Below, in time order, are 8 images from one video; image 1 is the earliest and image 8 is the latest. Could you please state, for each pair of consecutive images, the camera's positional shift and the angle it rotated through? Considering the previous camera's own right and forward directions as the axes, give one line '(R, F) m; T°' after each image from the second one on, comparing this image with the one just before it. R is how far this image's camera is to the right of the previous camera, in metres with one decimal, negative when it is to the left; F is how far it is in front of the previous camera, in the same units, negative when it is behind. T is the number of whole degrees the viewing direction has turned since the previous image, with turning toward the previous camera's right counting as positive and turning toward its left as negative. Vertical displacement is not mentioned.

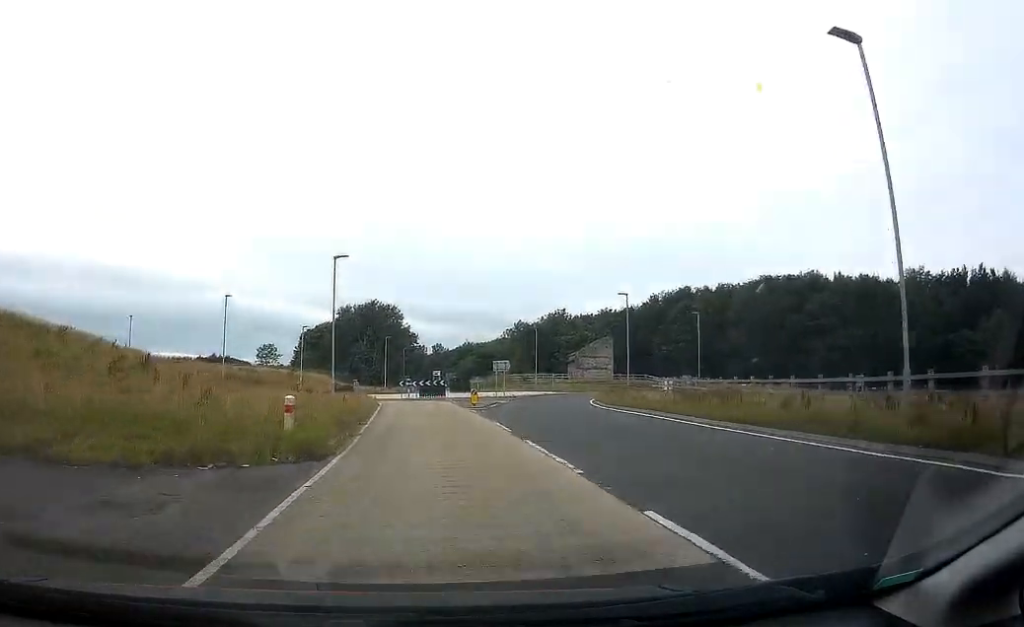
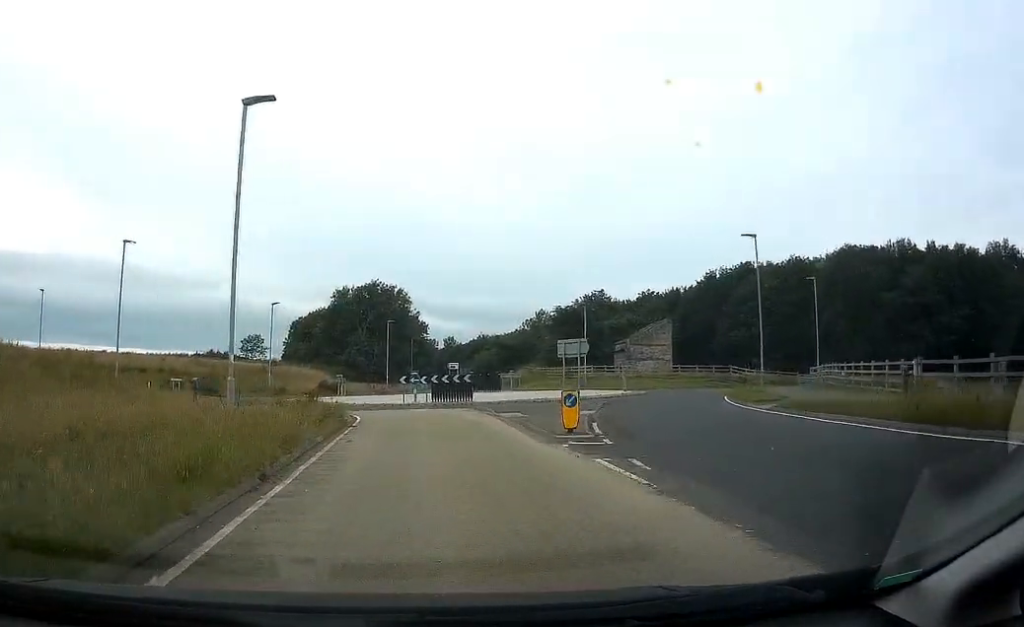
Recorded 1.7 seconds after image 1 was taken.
(0.0, +21.1) m; -2°
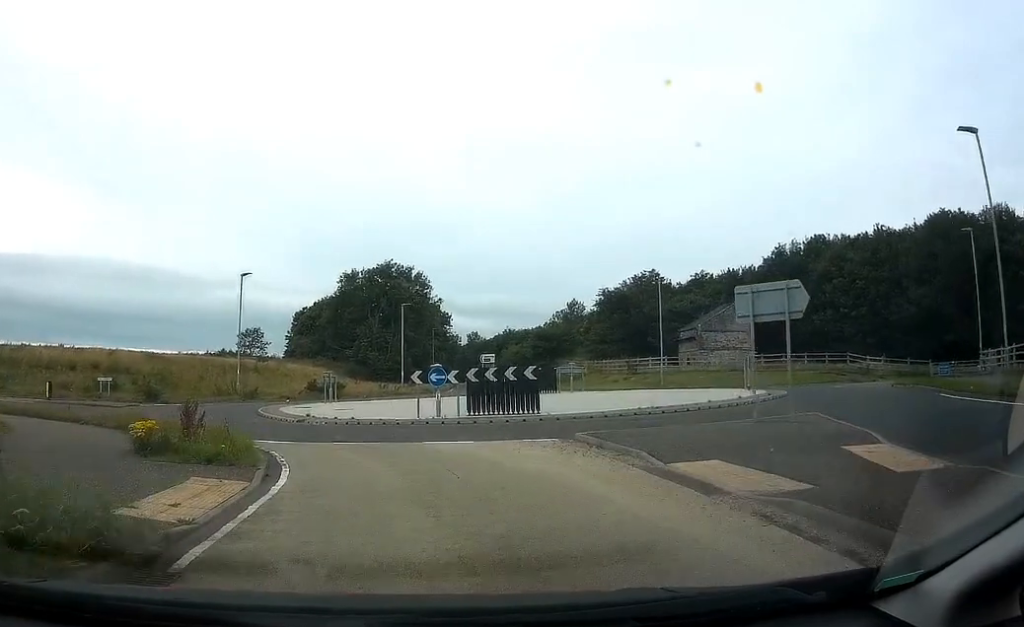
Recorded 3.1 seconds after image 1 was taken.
(-0.9, +15.3) m; -5°
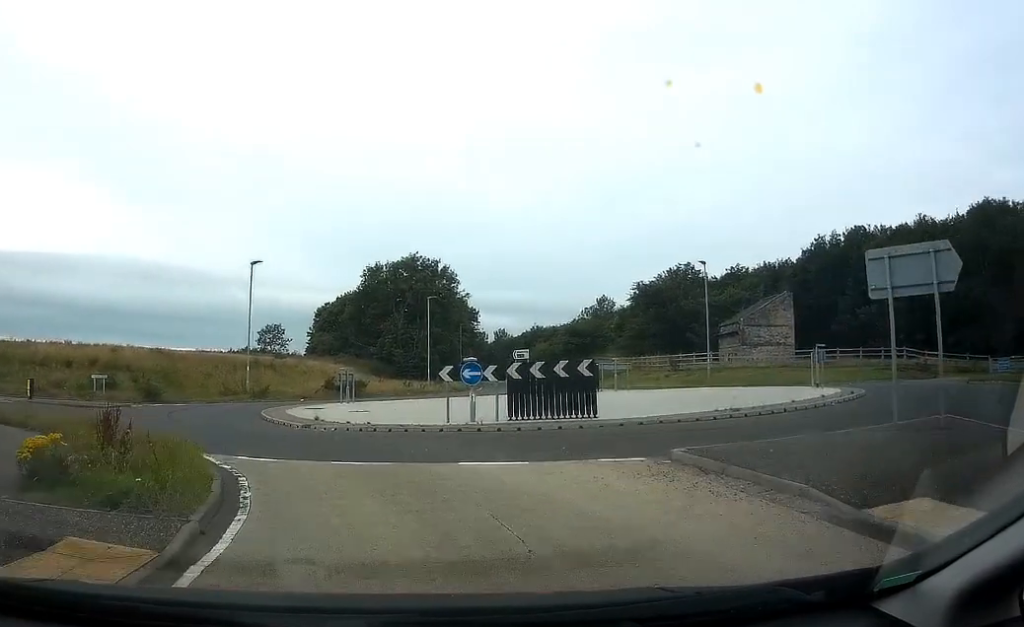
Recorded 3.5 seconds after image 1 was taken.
(-0.1, +4.1) m; -1°
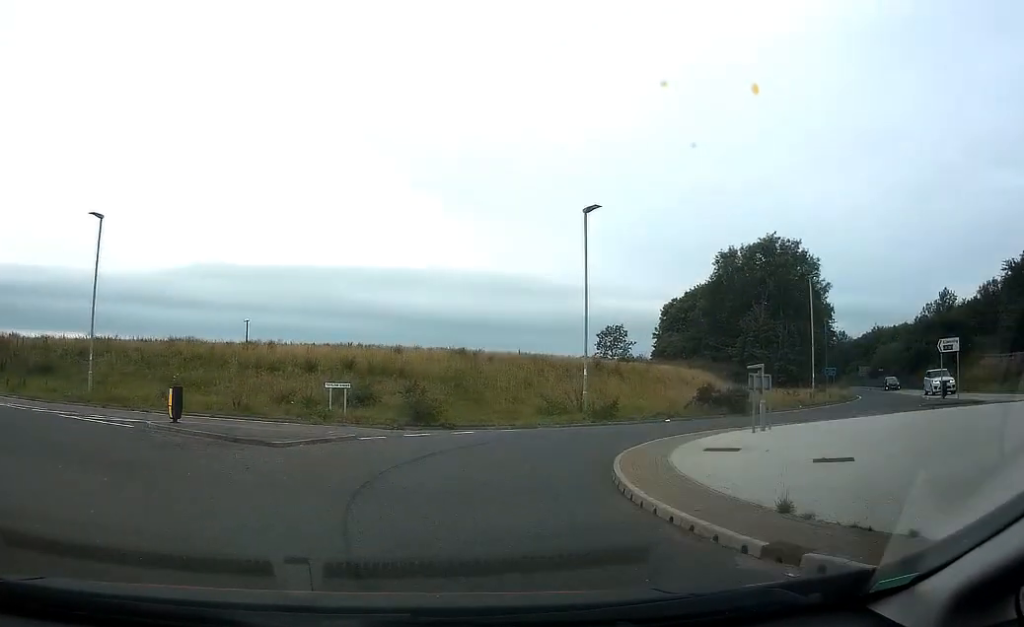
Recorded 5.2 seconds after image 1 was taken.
(-1.7, +16.5) m; -12°
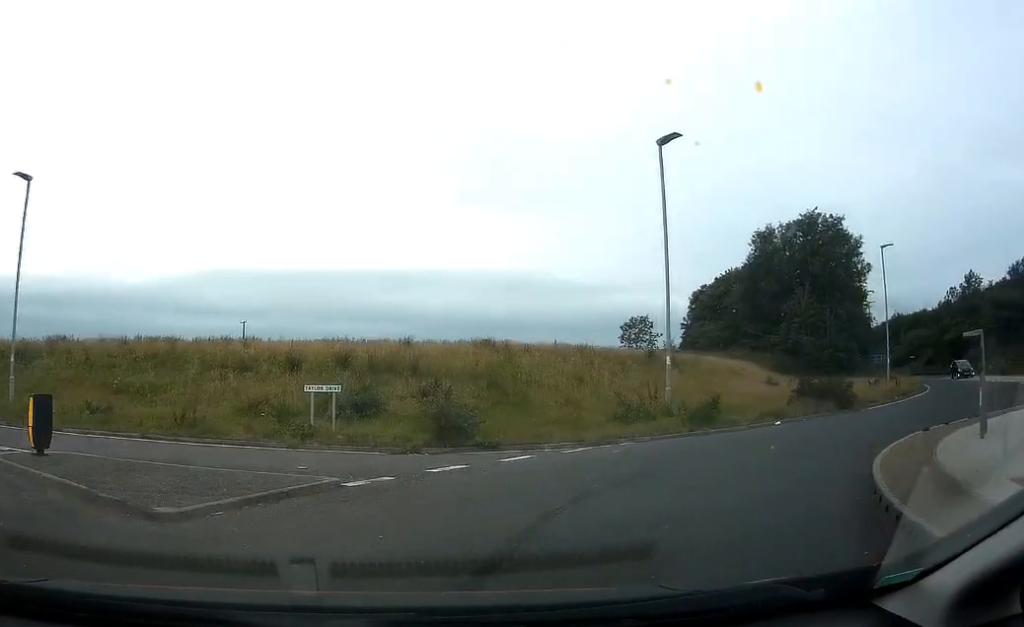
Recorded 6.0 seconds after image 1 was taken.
(-0.4, +7.3) m; +1°
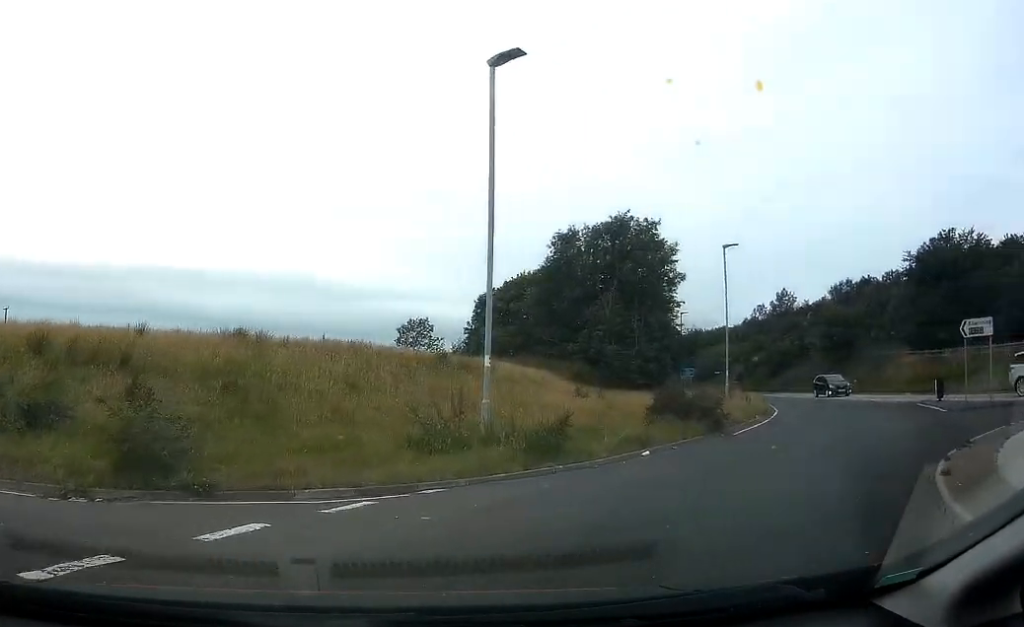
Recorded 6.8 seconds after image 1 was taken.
(+0.4, +6.2) m; +9°
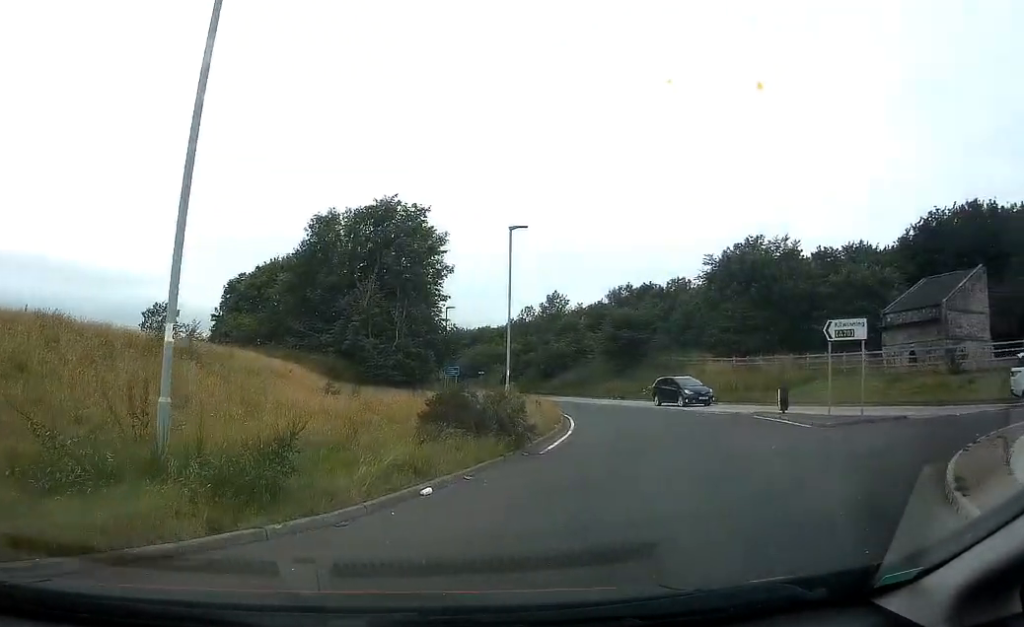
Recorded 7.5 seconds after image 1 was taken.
(+0.2, +5.2) m; +12°
